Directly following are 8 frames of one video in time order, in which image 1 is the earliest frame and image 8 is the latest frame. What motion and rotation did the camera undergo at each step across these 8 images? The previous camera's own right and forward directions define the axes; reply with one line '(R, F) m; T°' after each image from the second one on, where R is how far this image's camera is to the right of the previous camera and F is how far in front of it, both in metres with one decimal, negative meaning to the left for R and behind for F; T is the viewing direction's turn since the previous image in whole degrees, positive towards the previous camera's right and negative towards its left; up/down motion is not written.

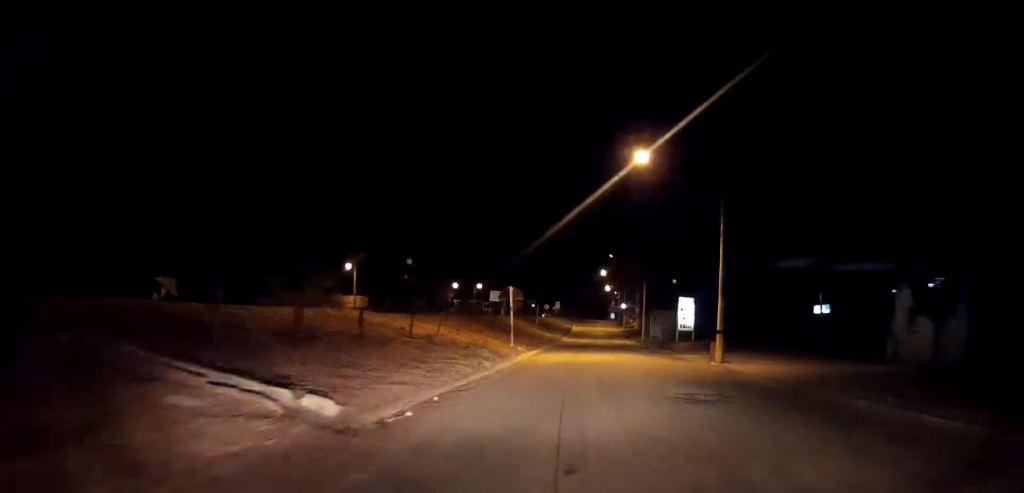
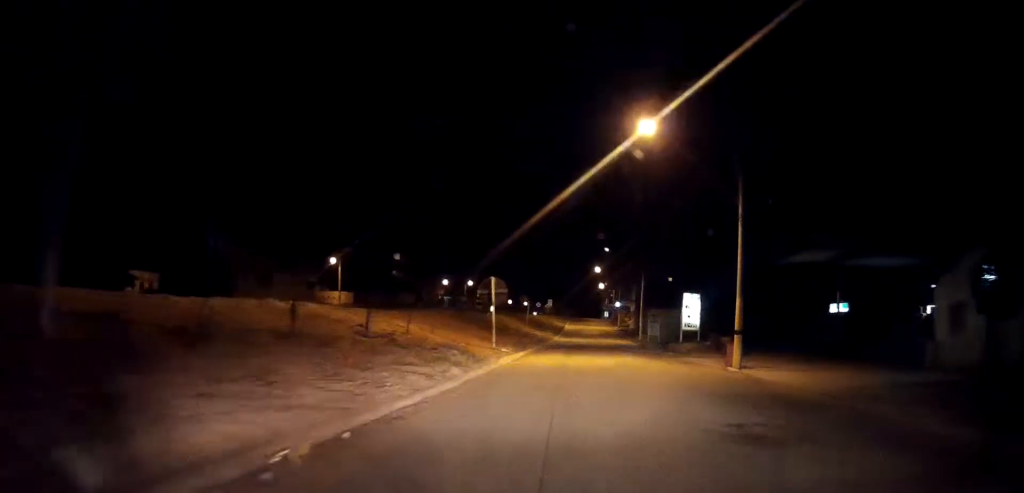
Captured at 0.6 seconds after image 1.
(+0.1, +4.0) m; 0°
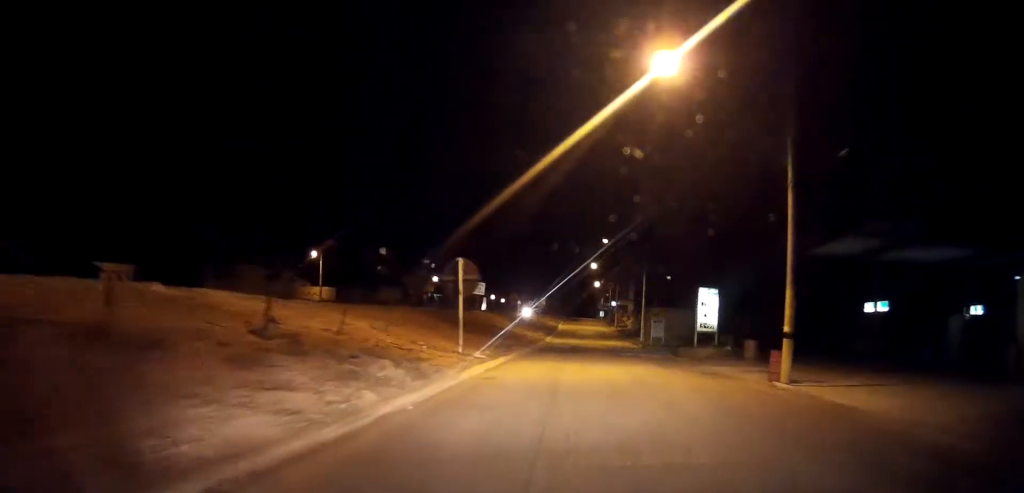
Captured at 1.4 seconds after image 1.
(-0.1, +5.9) m; -1°
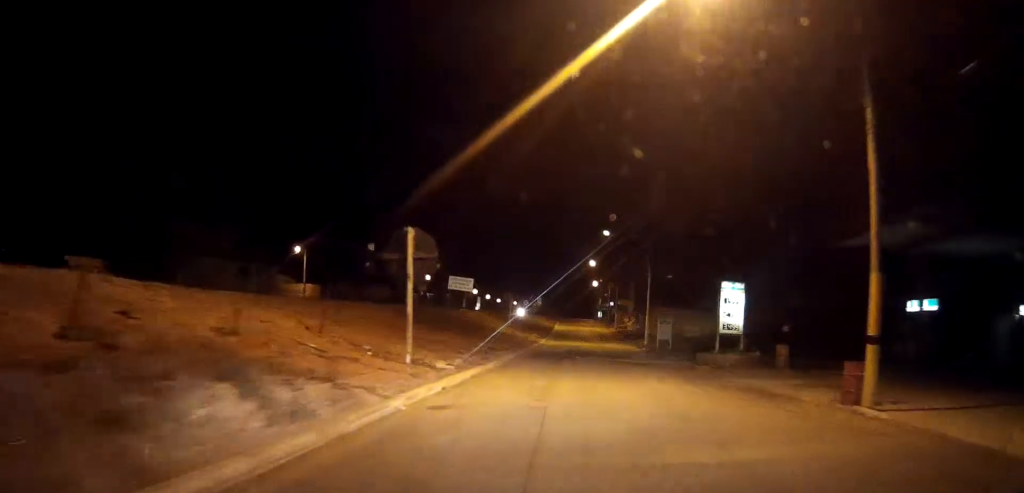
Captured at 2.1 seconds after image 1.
(0.0, +5.2) m; 0°
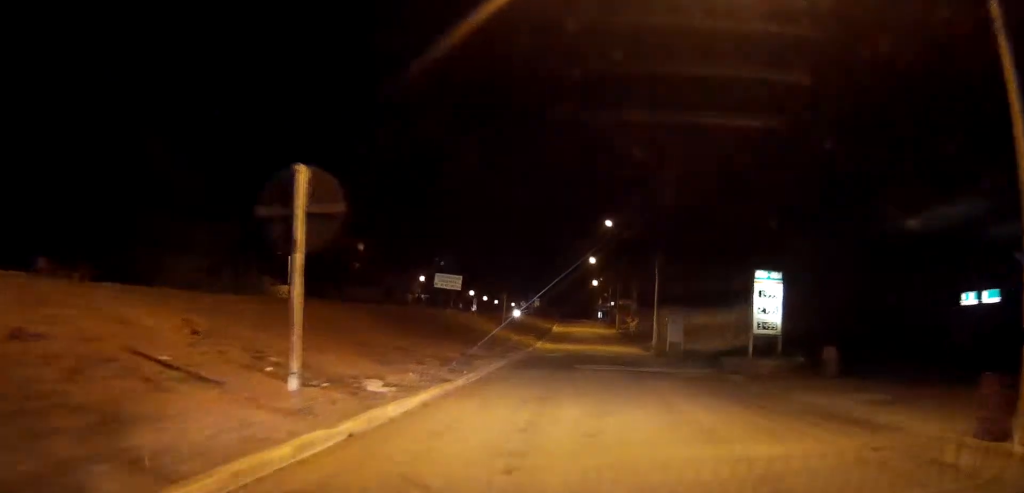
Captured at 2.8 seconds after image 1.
(0.0, +4.9) m; 0°
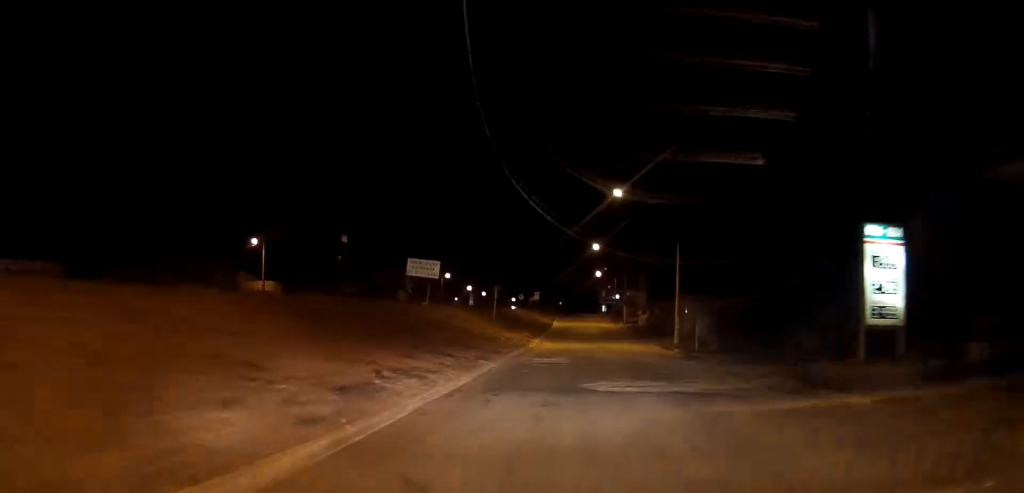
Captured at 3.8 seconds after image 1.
(-0.1, +8.6) m; 0°
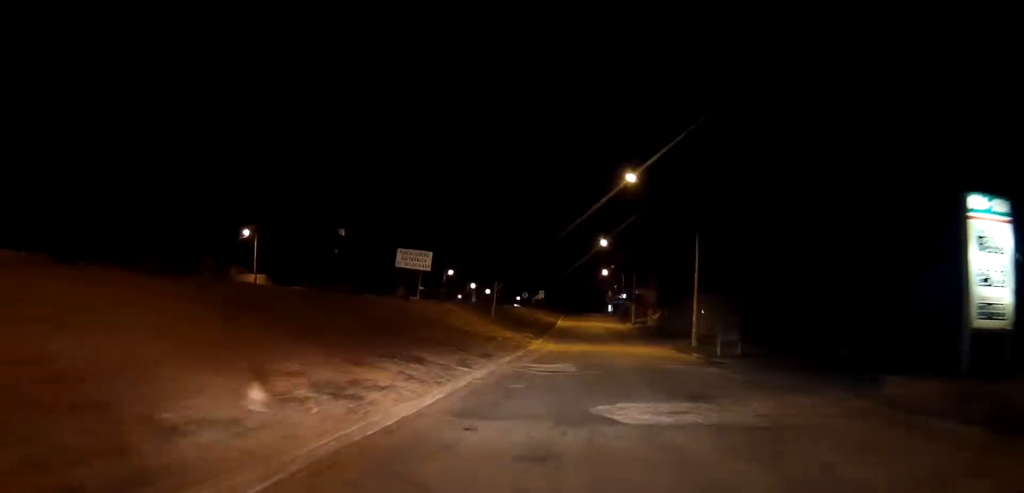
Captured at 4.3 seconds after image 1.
(0.0, +4.0) m; 0°
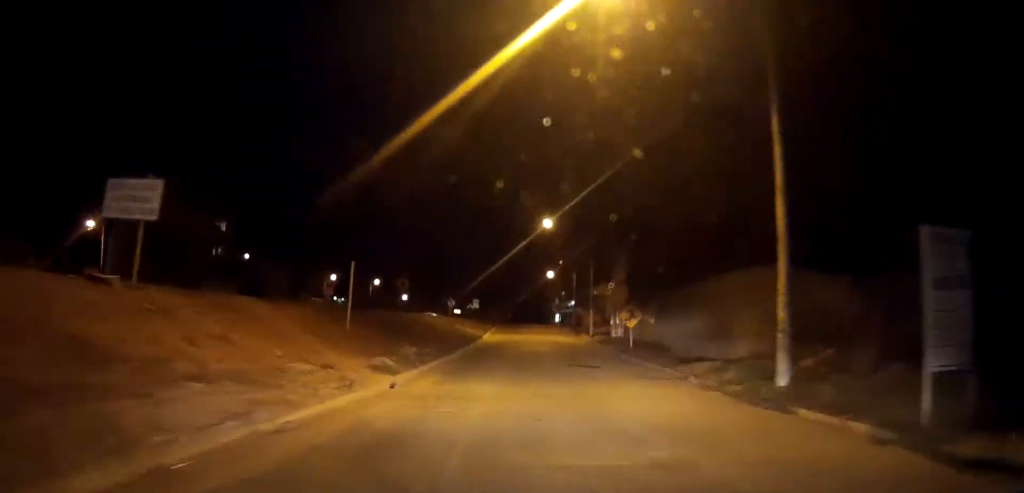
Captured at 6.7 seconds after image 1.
(+0.6, +20.4) m; +2°
